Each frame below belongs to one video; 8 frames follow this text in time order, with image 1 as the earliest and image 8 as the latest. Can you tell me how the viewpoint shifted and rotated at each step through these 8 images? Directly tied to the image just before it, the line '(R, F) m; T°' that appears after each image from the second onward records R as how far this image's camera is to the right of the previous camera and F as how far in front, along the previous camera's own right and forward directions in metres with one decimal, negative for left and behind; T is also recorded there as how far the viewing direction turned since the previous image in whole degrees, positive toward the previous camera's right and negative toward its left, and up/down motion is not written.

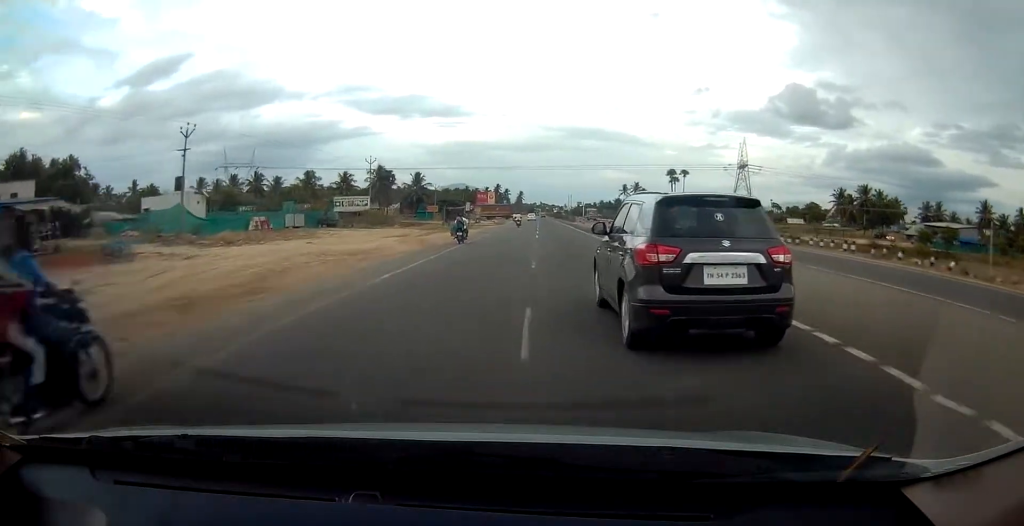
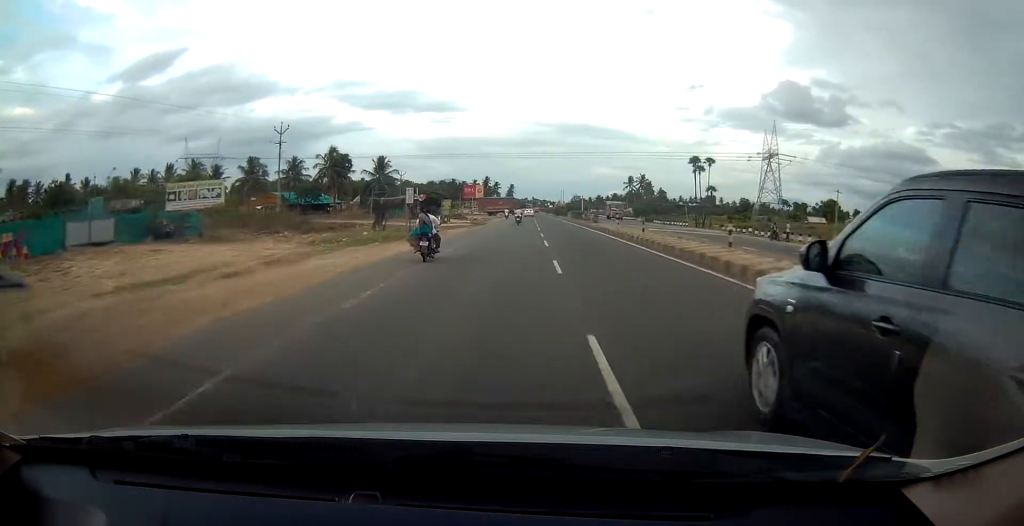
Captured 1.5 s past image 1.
(+0.1, +29.2) m; +1°
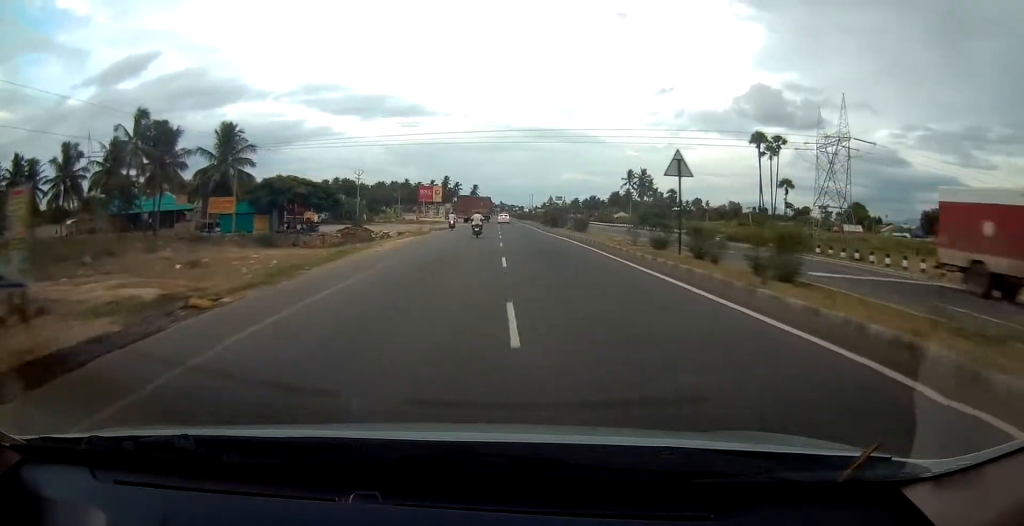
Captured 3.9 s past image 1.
(+1.3, +51.3) m; +3°
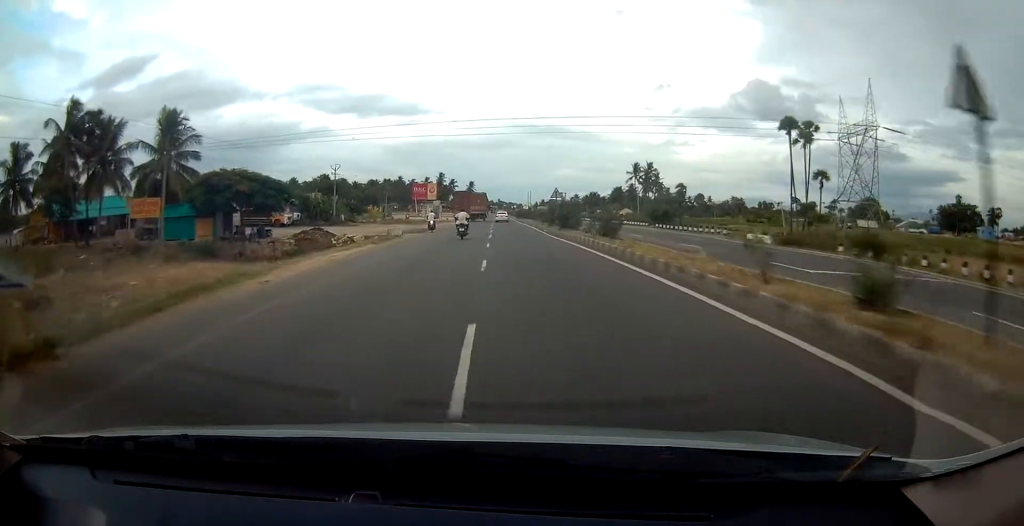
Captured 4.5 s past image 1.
(+0.1, +10.9) m; 0°
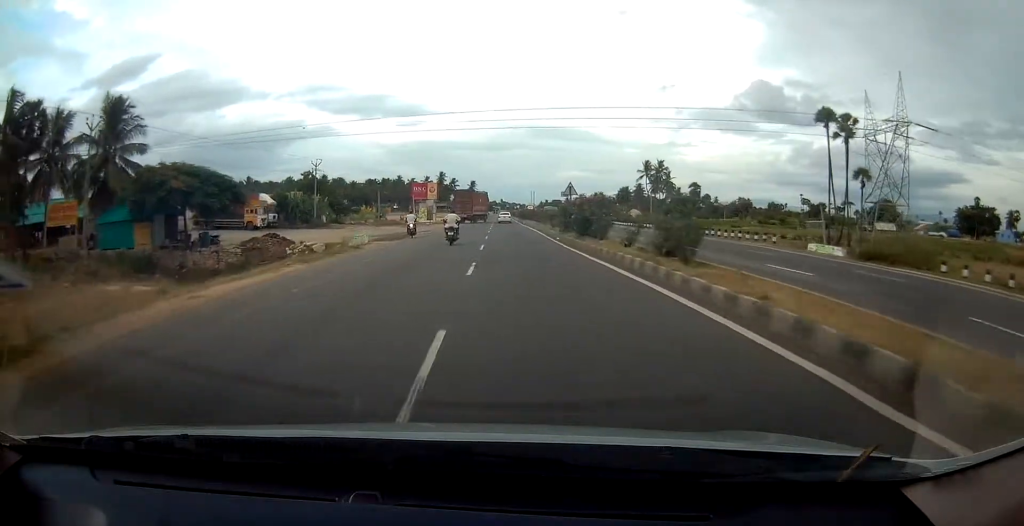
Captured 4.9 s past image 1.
(0.0, +9.2) m; 0°
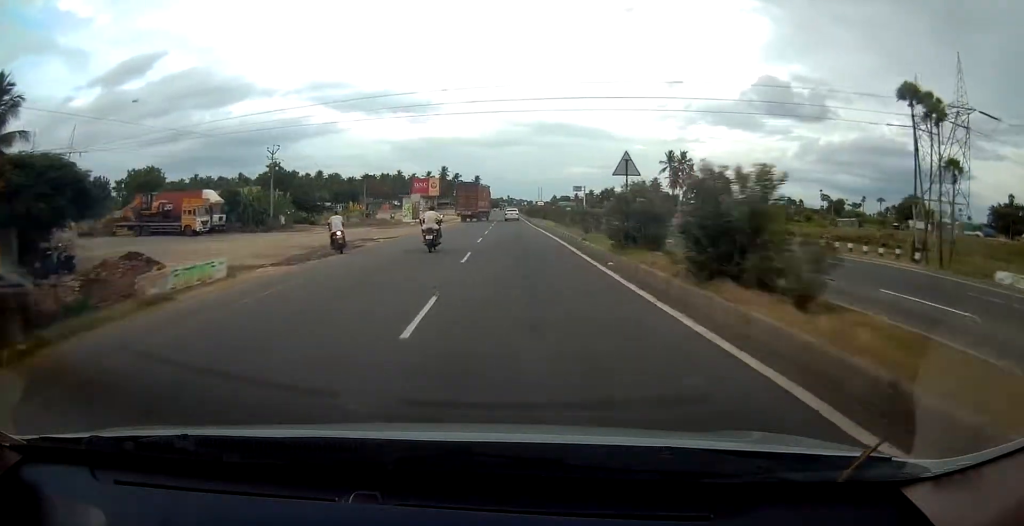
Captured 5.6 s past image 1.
(0.0, +15.5) m; 0°
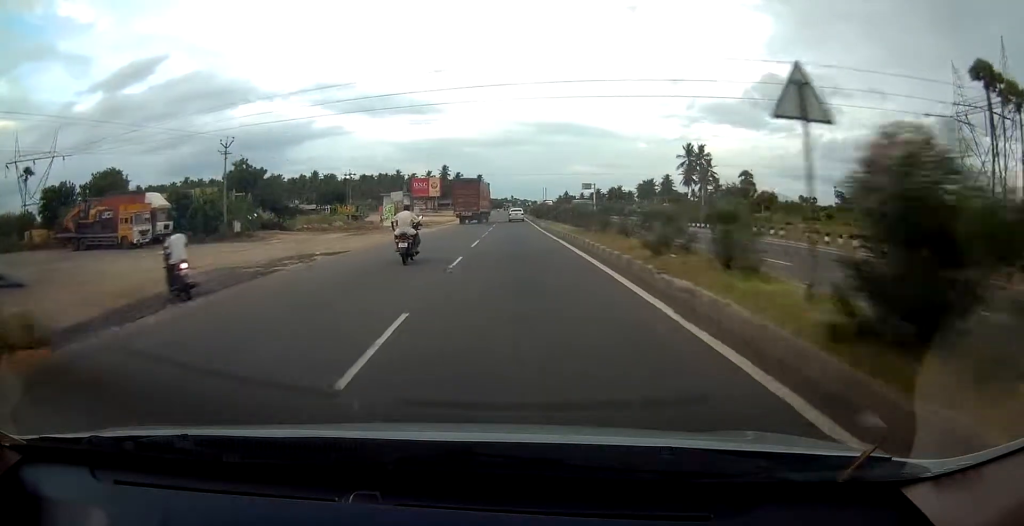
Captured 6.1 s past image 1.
(0.0, +10.6) m; 0°
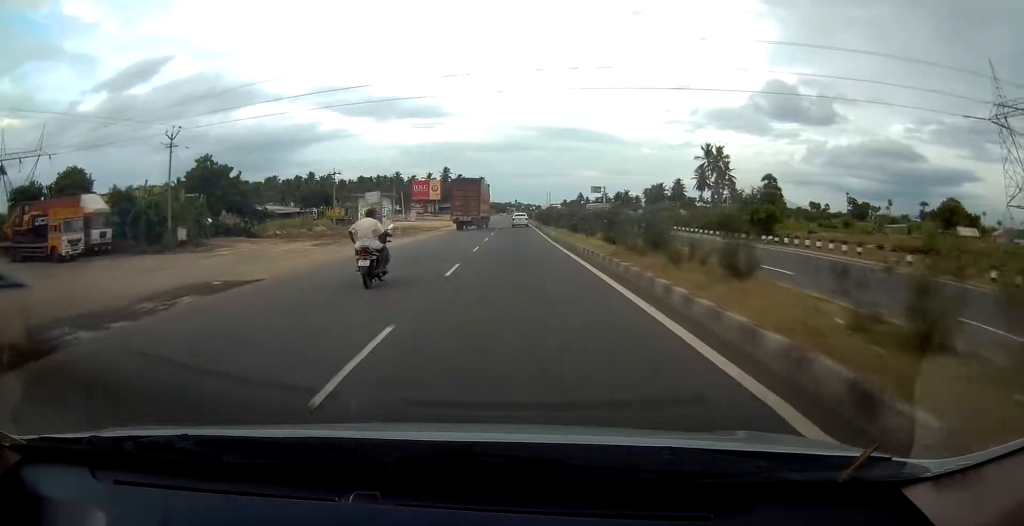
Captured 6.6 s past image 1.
(0.0, +9.5) m; 0°
